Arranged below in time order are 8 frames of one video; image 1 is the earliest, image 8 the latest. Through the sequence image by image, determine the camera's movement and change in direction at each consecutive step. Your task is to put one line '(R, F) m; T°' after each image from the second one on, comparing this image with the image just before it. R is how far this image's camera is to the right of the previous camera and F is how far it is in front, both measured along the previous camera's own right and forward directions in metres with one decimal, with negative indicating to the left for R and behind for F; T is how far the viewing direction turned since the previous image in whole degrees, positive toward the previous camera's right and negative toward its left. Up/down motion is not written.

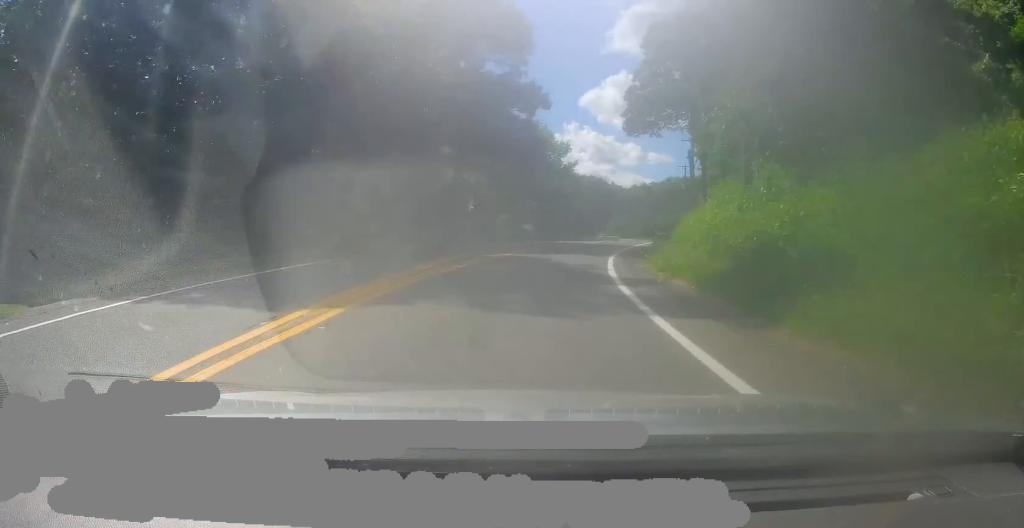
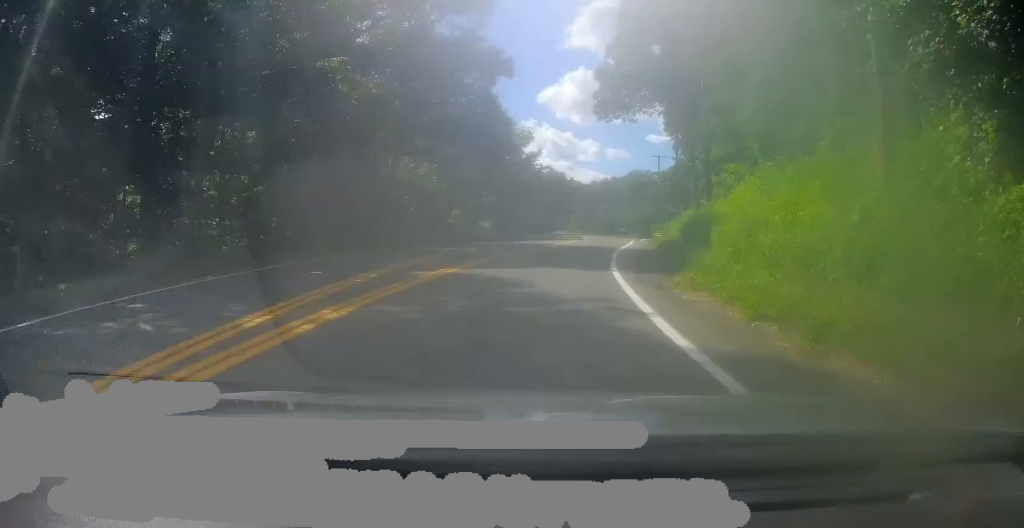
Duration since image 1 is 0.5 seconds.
(-0.1, +9.8) m; +4°
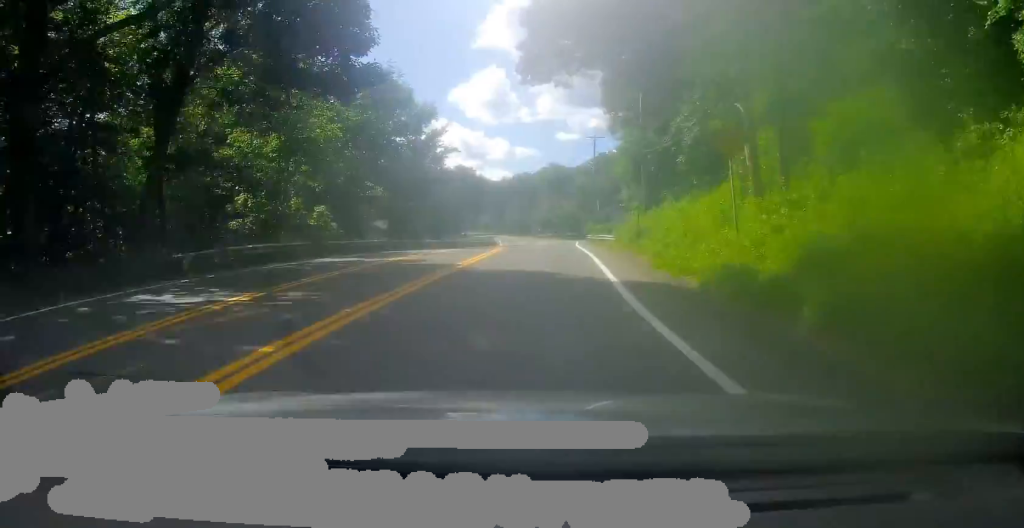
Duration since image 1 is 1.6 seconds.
(+1.8, +19.4) m; +6°
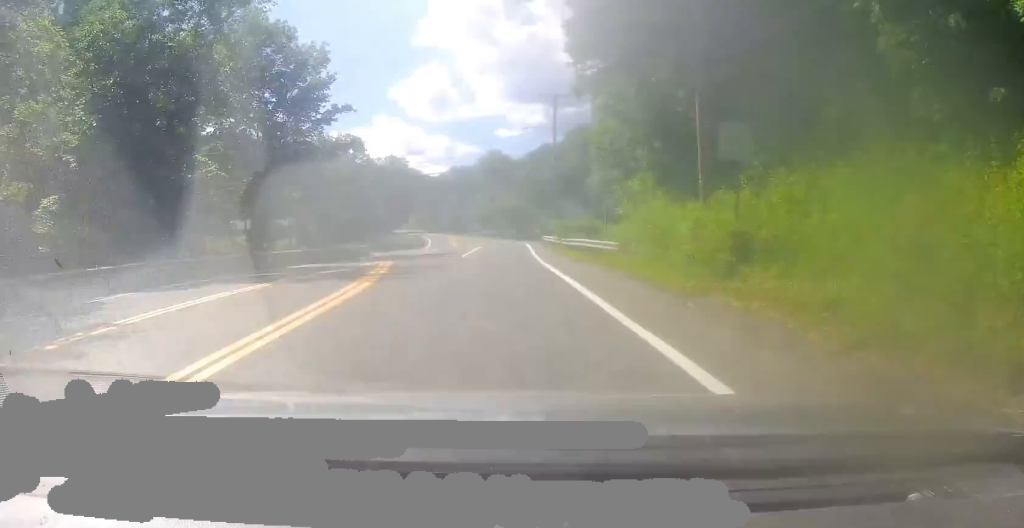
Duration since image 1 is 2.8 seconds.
(+0.9, +22.4) m; +5°
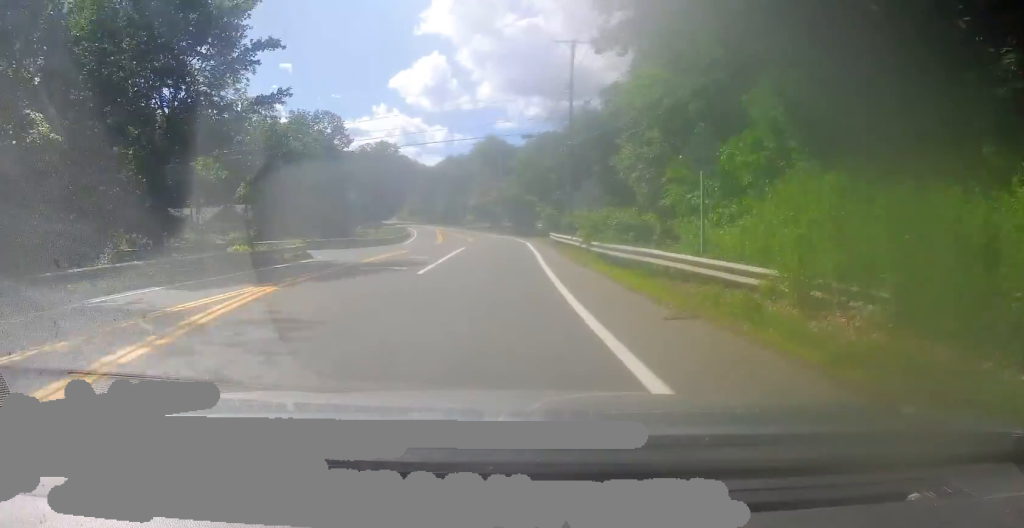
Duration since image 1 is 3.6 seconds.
(+0.6, +14.1) m; +1°
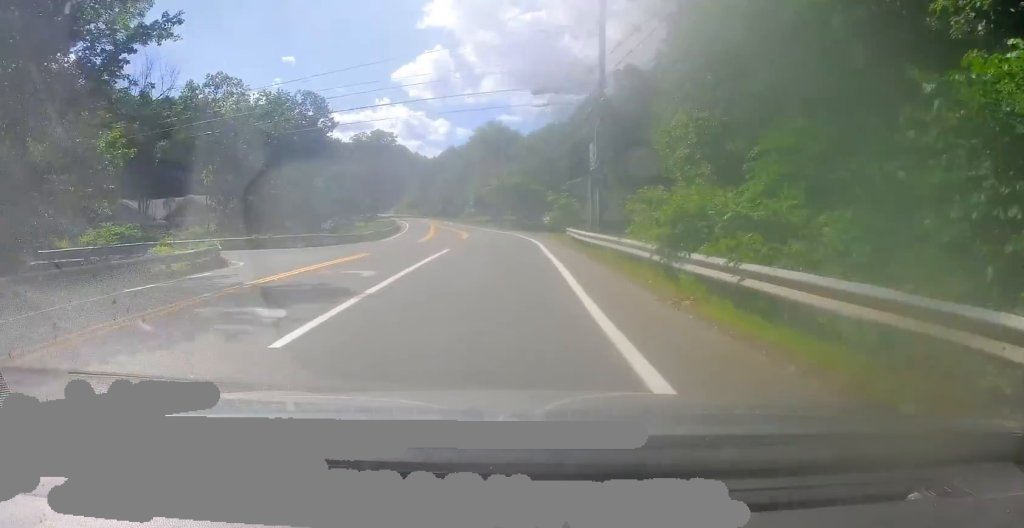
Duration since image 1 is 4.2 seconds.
(-0.3, +11.1) m; 0°
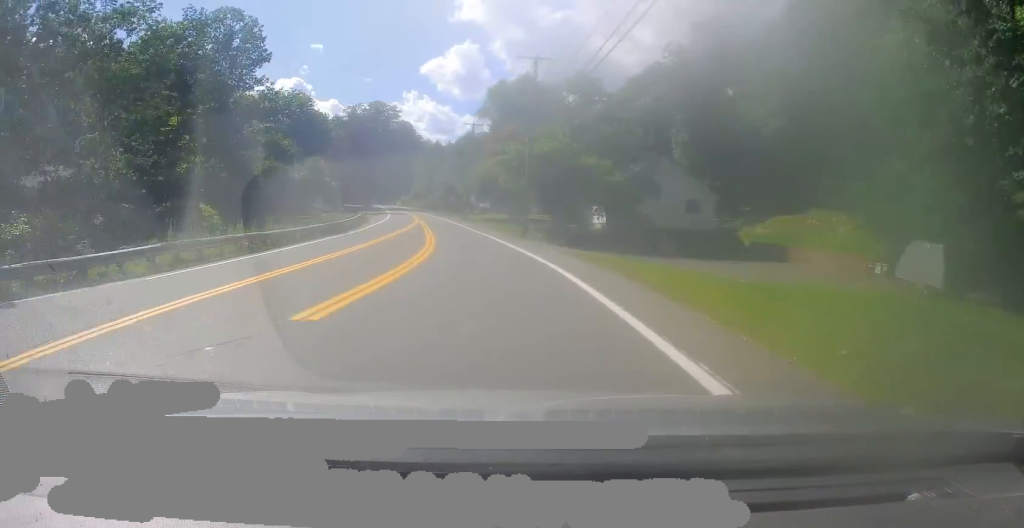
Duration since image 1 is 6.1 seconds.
(+0.1, +36.2) m; -2°
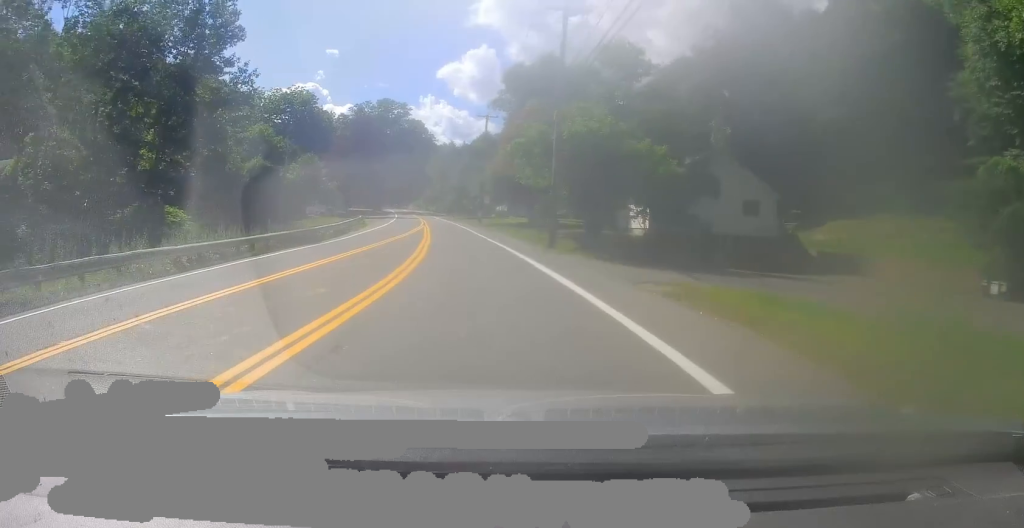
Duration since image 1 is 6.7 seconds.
(-0.1, +10.0) m; -2°
